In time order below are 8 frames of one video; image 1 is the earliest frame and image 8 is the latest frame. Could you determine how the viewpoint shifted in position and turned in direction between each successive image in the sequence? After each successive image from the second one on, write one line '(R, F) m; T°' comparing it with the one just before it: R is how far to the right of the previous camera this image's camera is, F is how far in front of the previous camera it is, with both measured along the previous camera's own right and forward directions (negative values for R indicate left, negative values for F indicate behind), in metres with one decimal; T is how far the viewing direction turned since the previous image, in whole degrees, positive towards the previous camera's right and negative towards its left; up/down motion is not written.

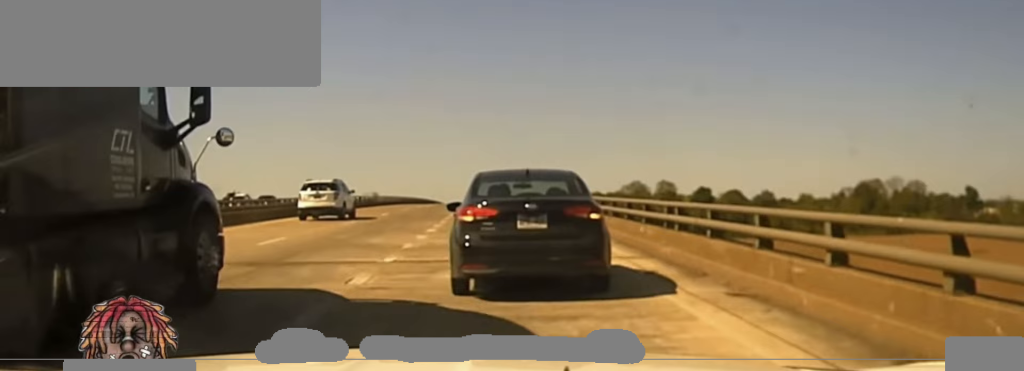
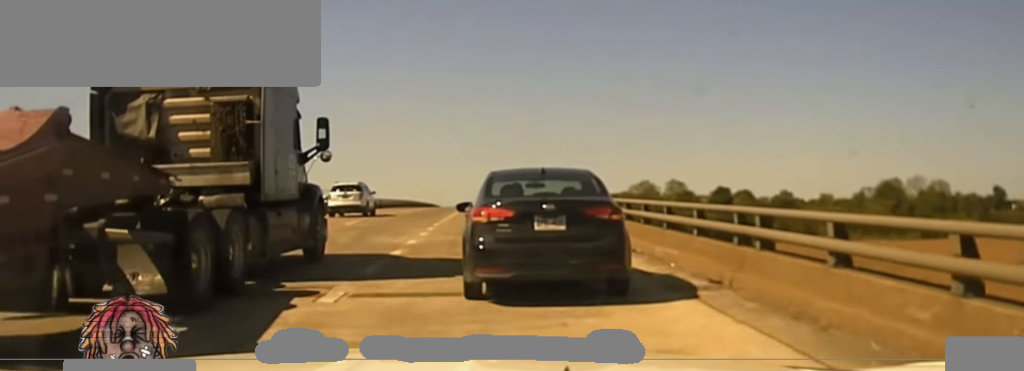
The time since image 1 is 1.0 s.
(+0.1, +24.9) m; 0°
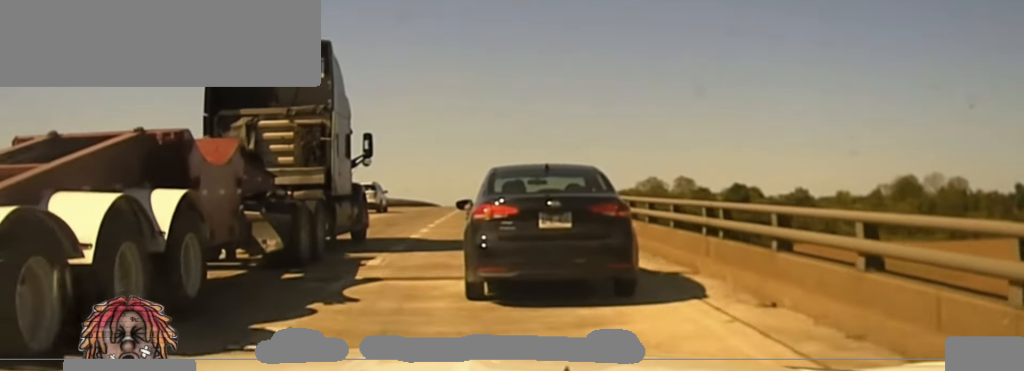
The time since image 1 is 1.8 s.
(-0.3, +18.1) m; 0°
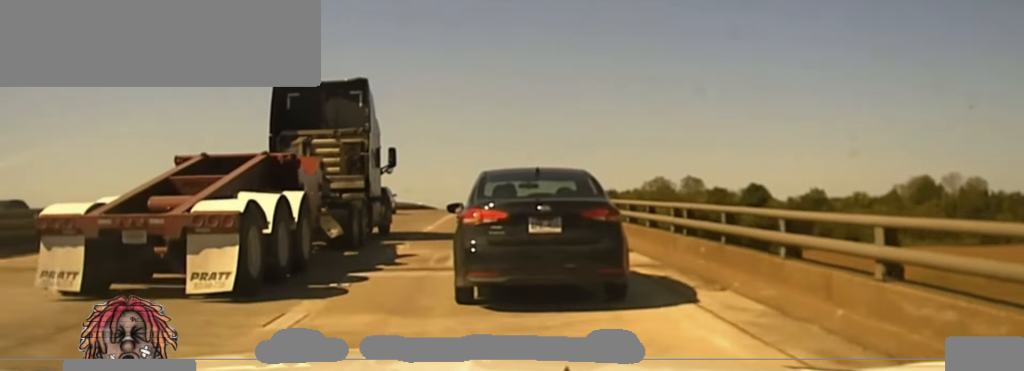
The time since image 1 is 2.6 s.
(+0.2, +16.7) m; 0°
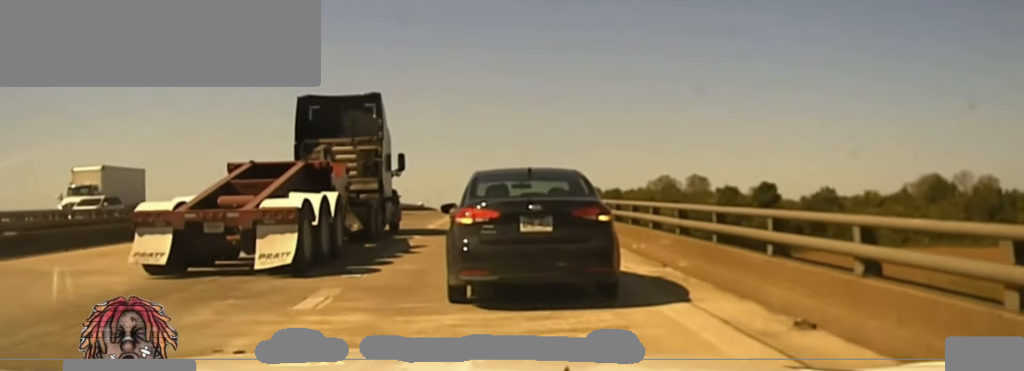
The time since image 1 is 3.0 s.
(+0.1, +9.2) m; 0°
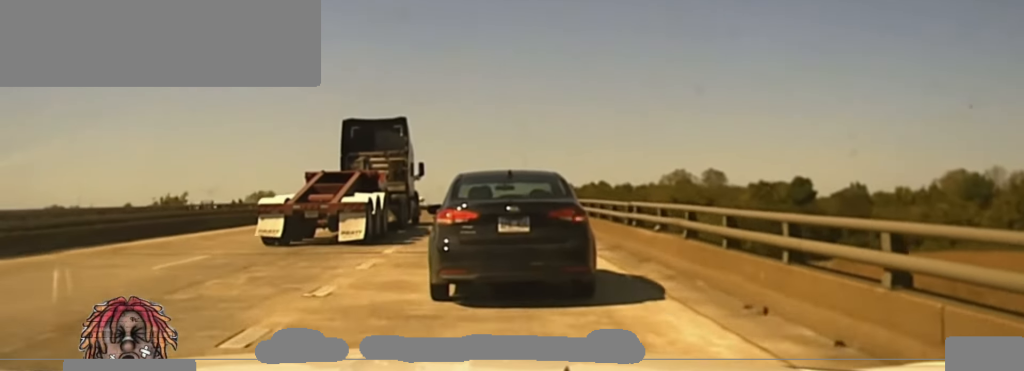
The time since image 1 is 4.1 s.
(-0.3, +21.9) m; 0°
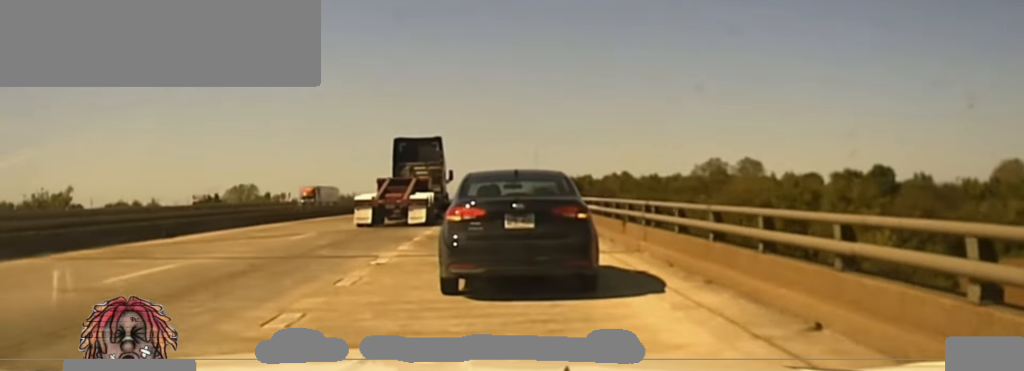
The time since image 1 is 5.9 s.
(+0.6, +33.3) m; +1°
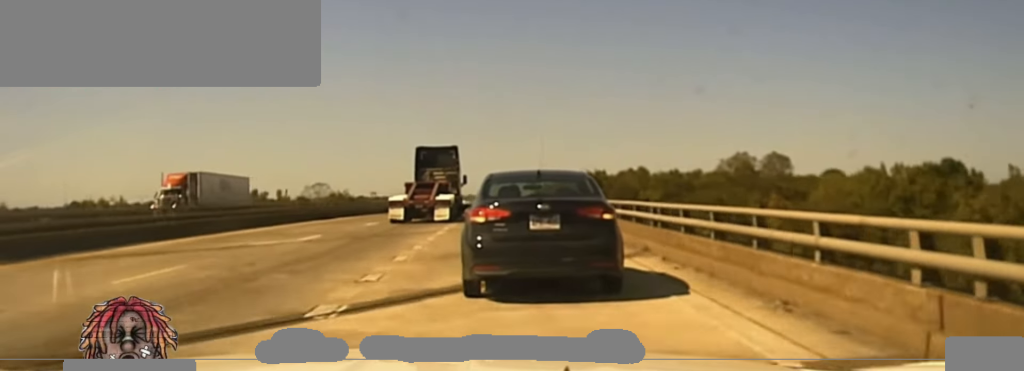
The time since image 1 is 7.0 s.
(-0.2, +23.2) m; -1°
